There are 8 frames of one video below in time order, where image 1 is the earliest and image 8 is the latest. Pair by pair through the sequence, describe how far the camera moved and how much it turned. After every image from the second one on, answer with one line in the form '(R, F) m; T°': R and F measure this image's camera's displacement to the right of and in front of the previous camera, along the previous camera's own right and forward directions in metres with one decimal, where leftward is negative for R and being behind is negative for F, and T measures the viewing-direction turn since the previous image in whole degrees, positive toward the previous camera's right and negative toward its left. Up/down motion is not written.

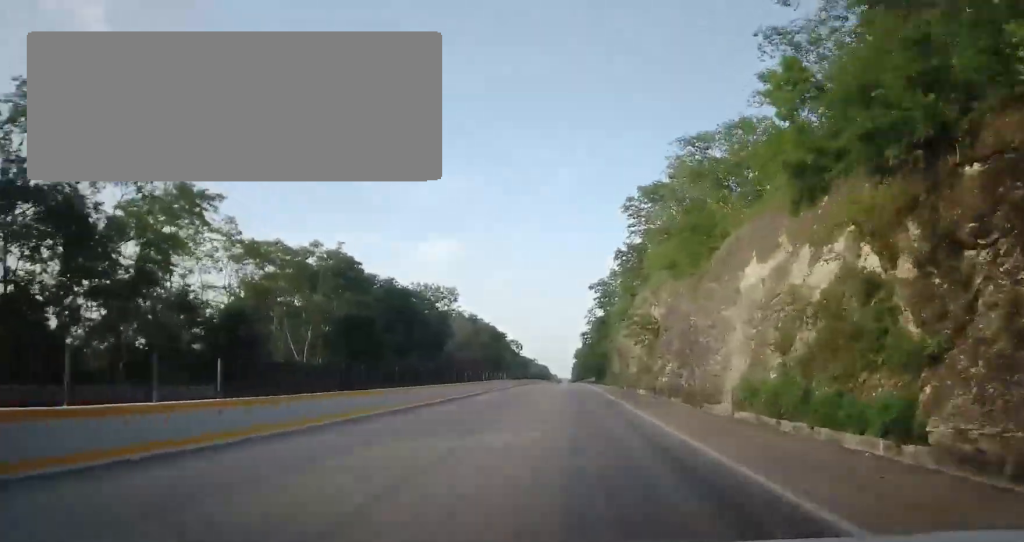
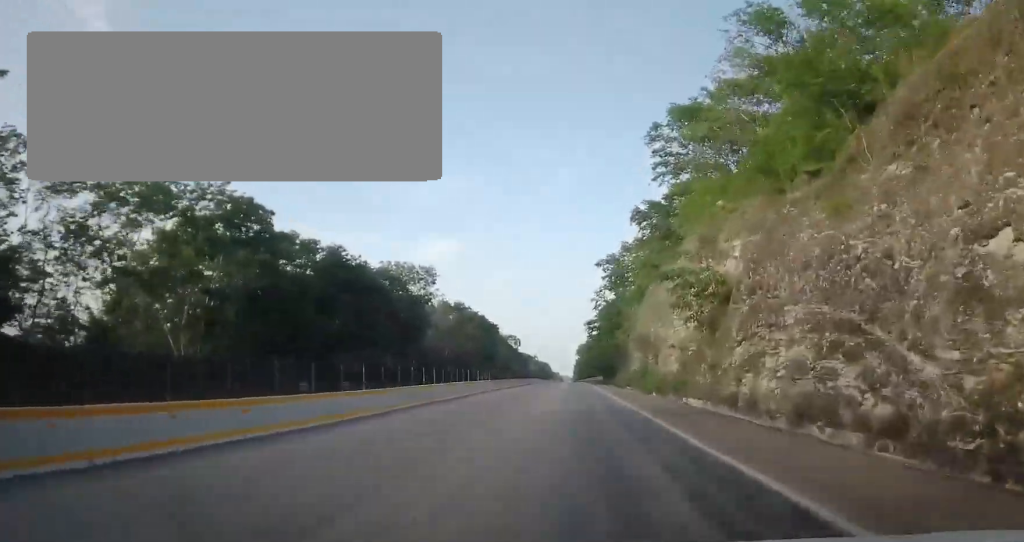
(0.0, +18.7) m; 0°
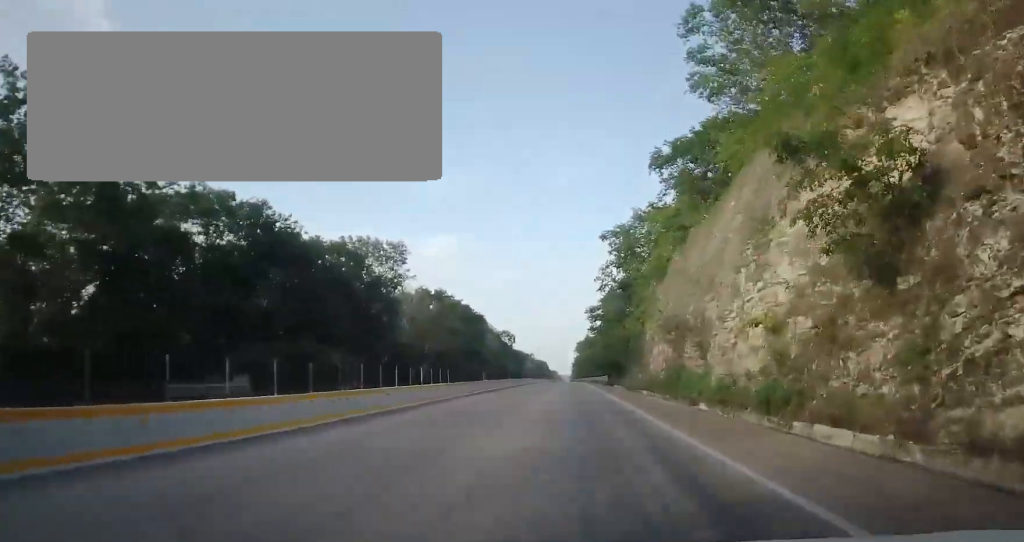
(0.0, +15.3) m; 0°
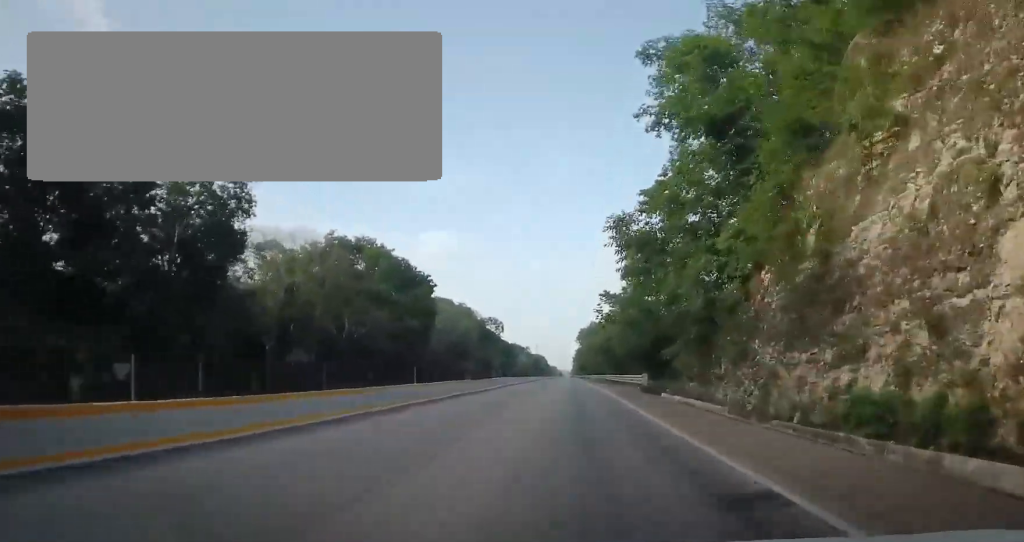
(0.0, +37.2) m; 0°
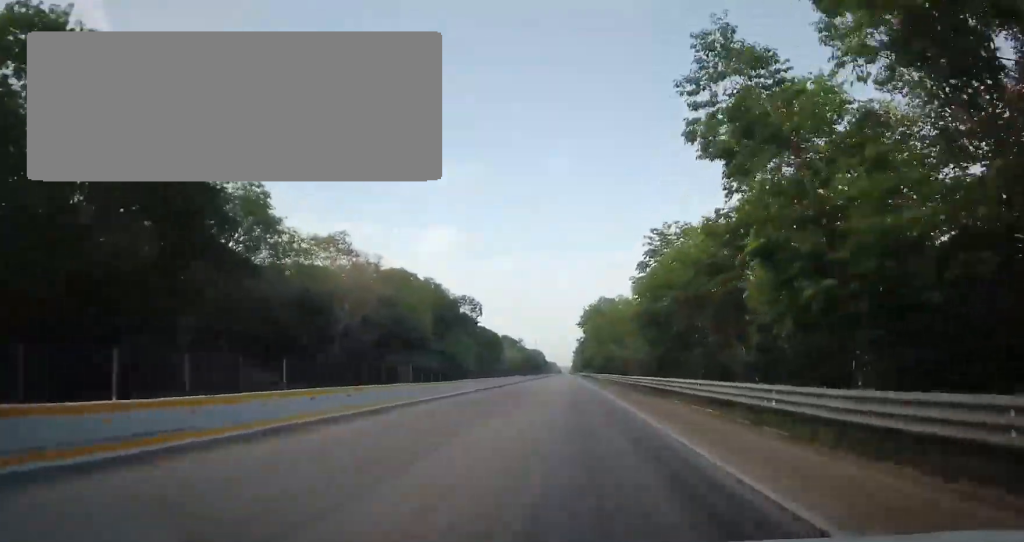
(+0.1, +43.3) m; 0°
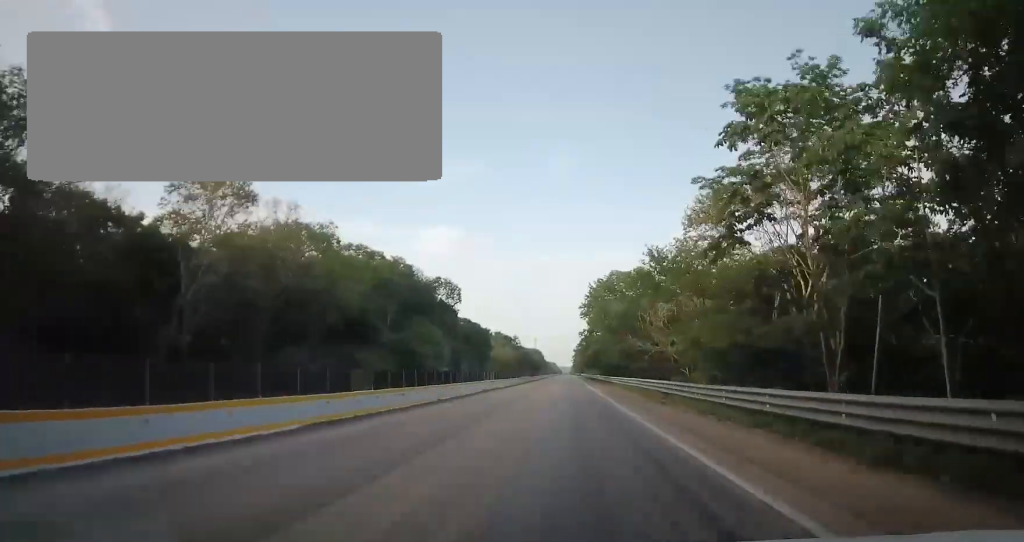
(-0.2, +26.4) m; -1°
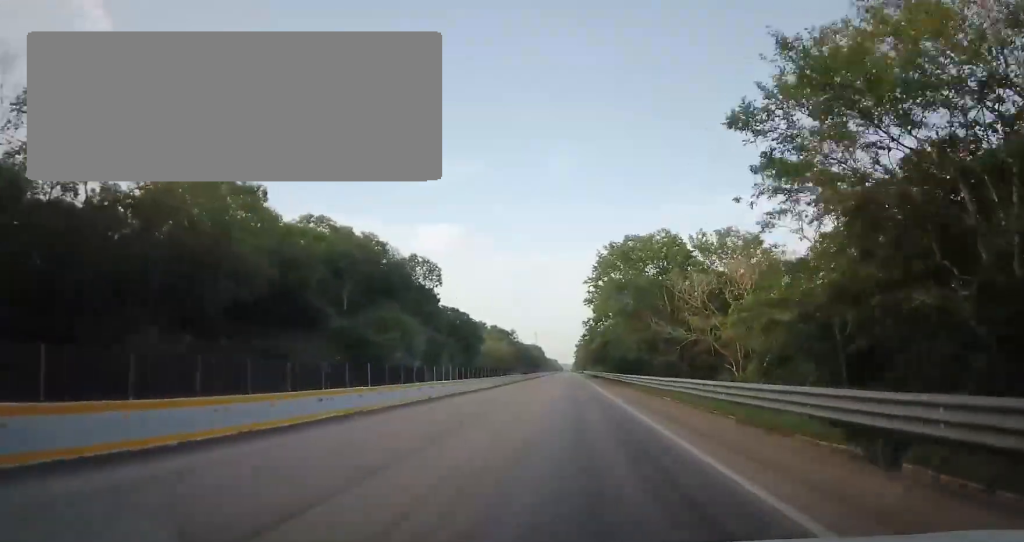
(+0.1, +18.0) m; -1°
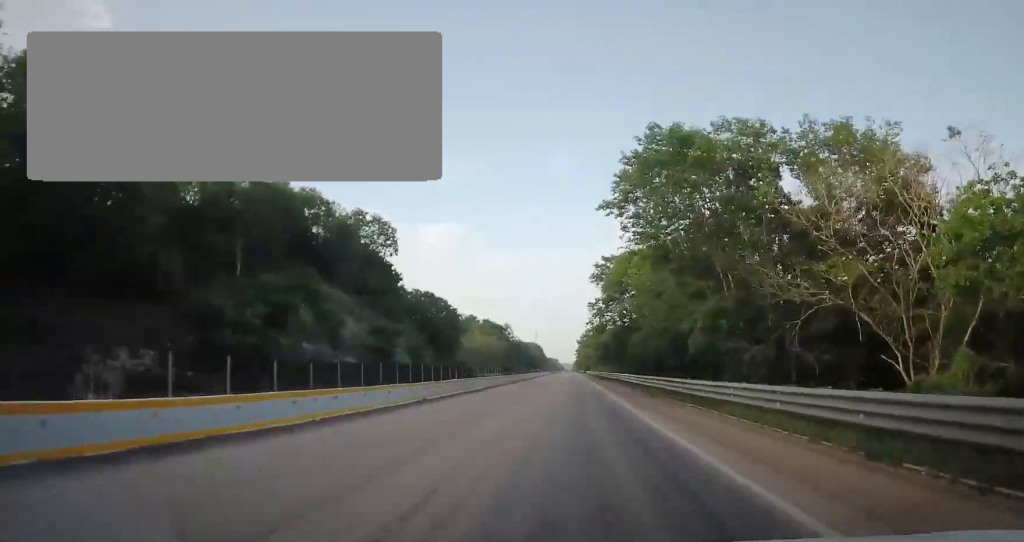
(-0.4, +24.5) m; +1°
